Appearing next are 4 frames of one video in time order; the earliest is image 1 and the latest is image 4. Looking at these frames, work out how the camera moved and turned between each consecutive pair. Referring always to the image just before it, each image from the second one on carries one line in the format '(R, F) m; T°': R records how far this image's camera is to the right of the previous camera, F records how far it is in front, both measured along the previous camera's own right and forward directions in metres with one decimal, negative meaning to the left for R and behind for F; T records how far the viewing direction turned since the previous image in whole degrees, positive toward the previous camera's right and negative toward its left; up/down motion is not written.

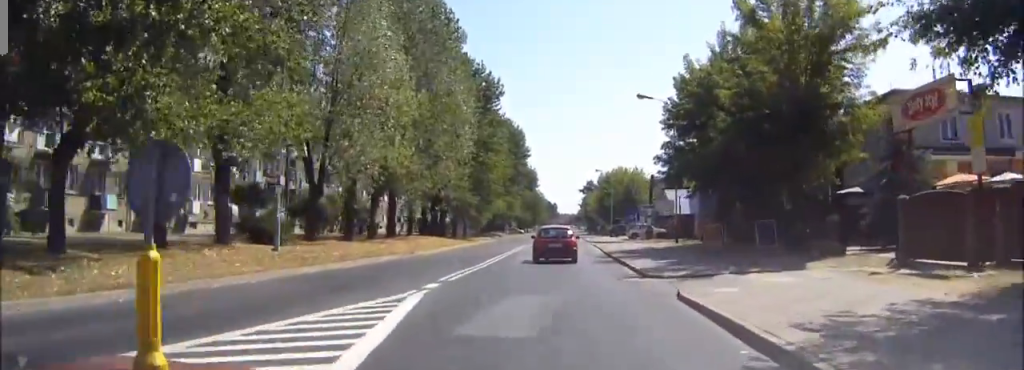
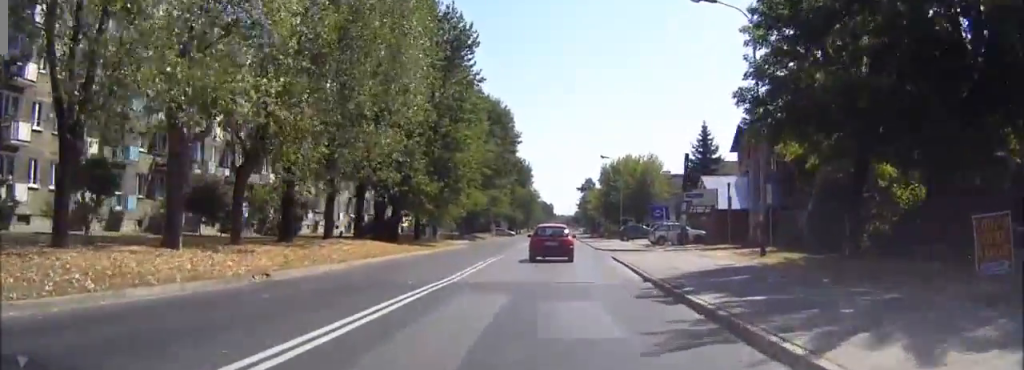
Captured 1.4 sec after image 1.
(0.0, +19.4) m; 0°
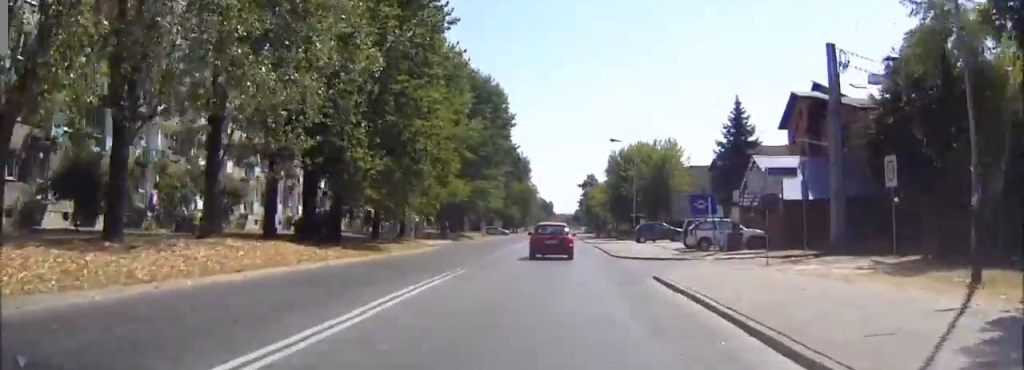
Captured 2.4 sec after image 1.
(0.0, +13.6) m; 0°
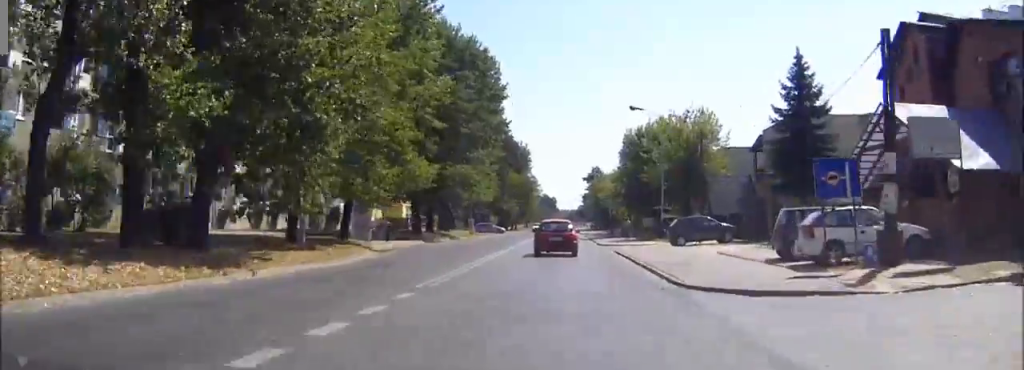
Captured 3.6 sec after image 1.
(+0.1, +15.4) m; 0°
